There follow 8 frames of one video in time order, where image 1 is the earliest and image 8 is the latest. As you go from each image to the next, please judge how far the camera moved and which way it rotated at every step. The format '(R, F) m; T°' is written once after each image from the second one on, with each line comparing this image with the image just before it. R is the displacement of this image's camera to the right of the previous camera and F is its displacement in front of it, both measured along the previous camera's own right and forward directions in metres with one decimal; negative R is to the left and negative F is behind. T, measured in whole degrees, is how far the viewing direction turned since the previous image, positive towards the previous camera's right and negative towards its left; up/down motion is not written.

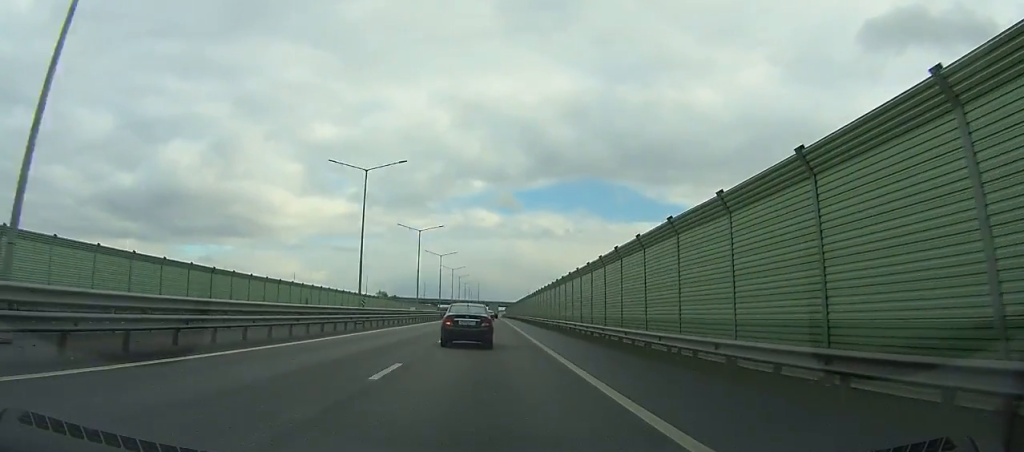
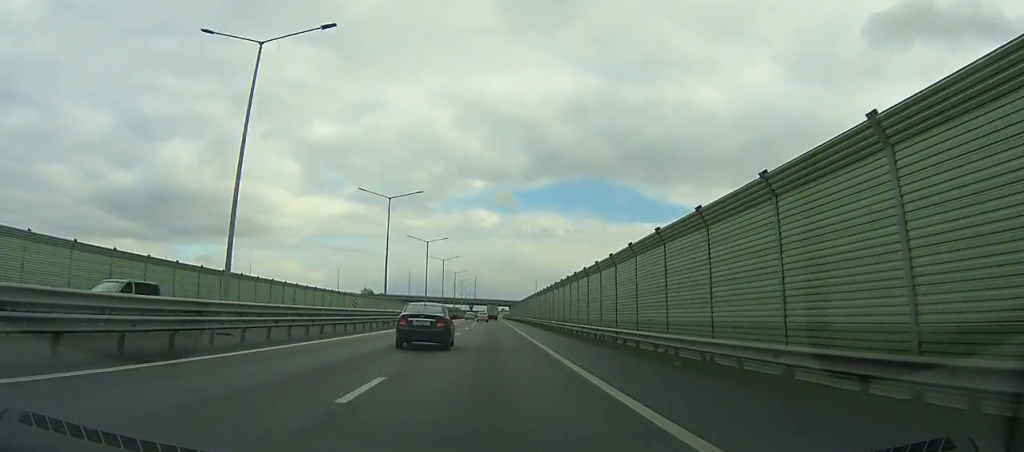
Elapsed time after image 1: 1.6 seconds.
(0.0, +50.6) m; 0°
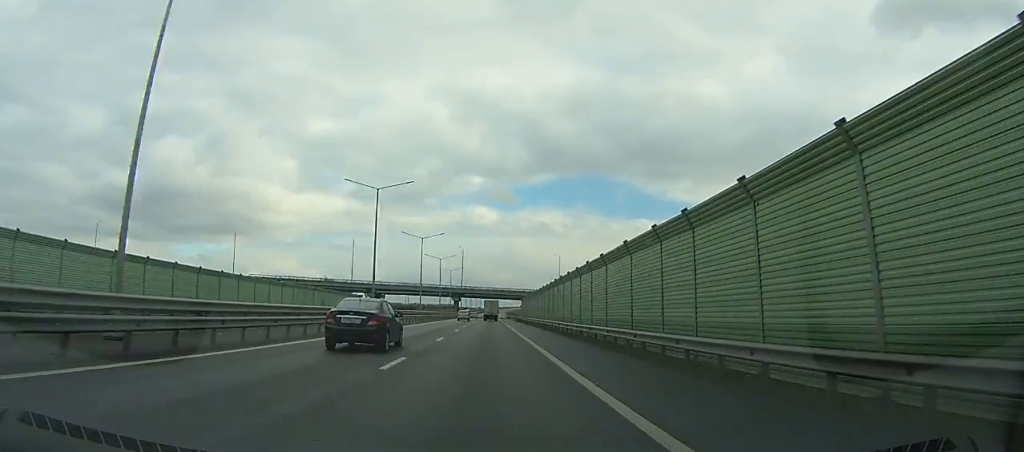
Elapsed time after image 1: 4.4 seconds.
(0.0, +88.3) m; 0°
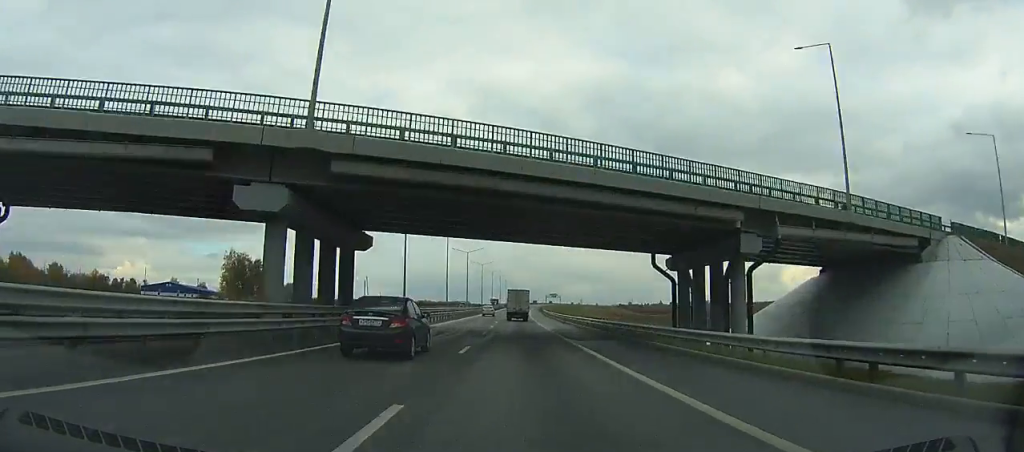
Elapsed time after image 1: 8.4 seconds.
(-0.7, +125.5) m; 0°
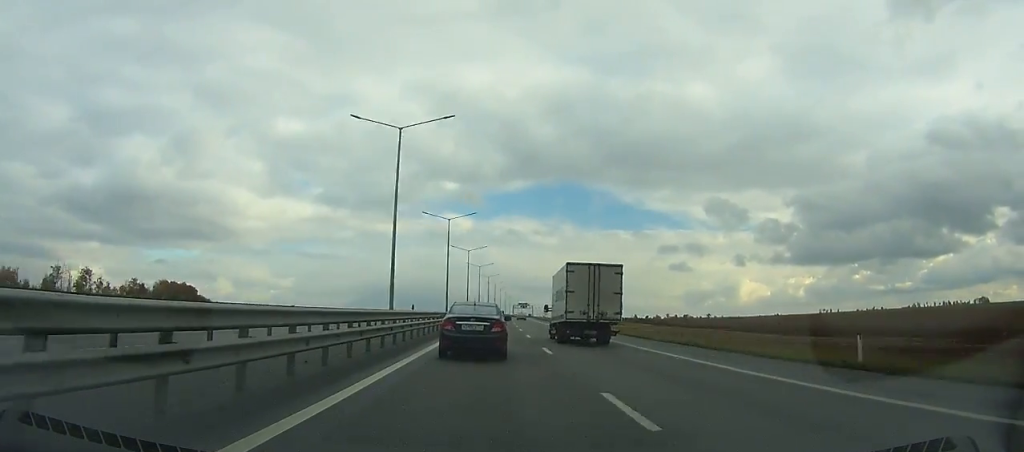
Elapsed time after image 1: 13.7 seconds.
(+2.6, +164.6) m; +3°
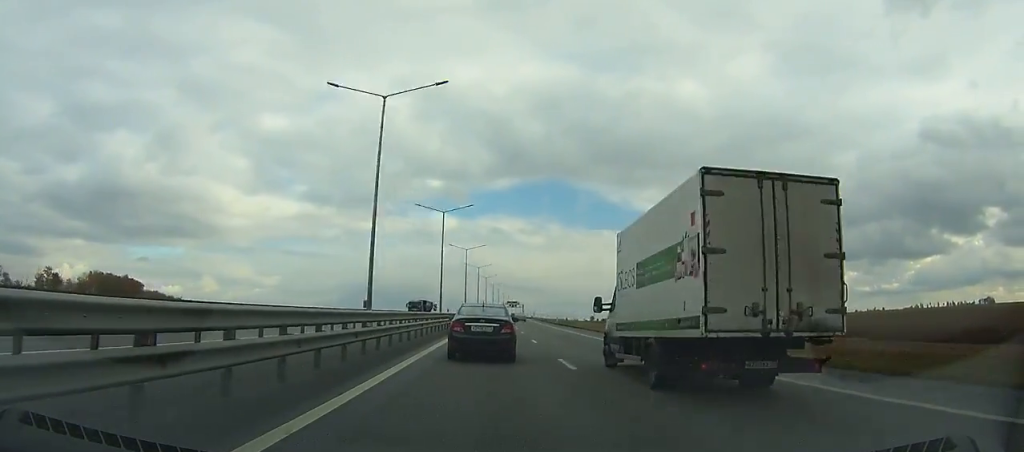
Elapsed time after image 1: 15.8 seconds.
(+1.0, +64.9) m; +2°
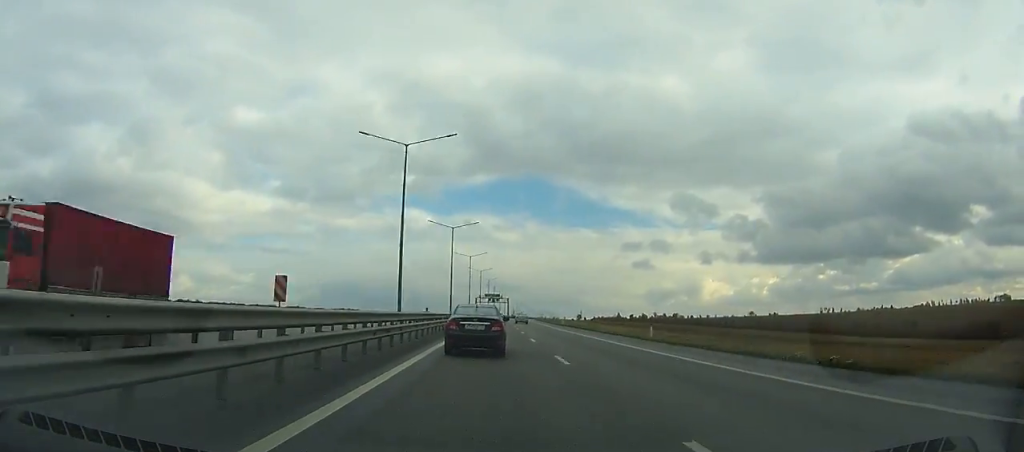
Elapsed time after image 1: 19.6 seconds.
(+2.7, +117.1) m; +2°
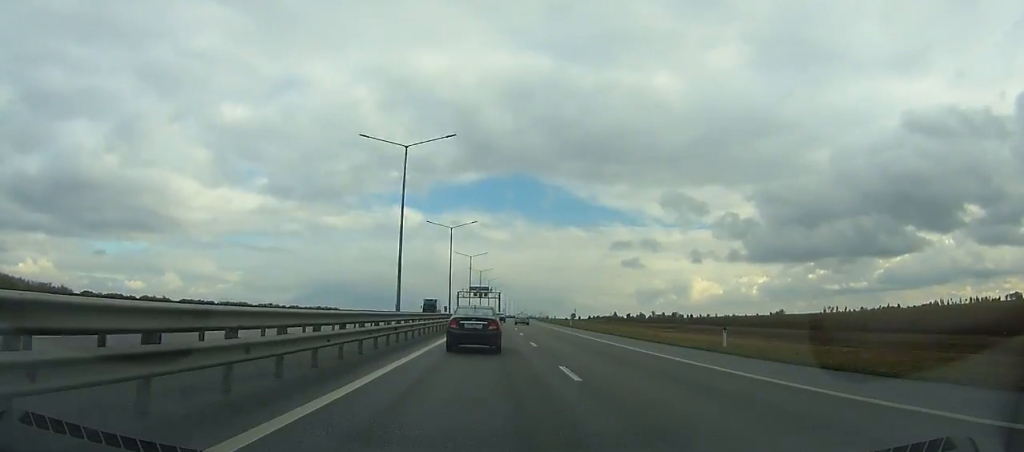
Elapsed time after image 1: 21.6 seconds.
(+0.3, +61.7) m; +1°
